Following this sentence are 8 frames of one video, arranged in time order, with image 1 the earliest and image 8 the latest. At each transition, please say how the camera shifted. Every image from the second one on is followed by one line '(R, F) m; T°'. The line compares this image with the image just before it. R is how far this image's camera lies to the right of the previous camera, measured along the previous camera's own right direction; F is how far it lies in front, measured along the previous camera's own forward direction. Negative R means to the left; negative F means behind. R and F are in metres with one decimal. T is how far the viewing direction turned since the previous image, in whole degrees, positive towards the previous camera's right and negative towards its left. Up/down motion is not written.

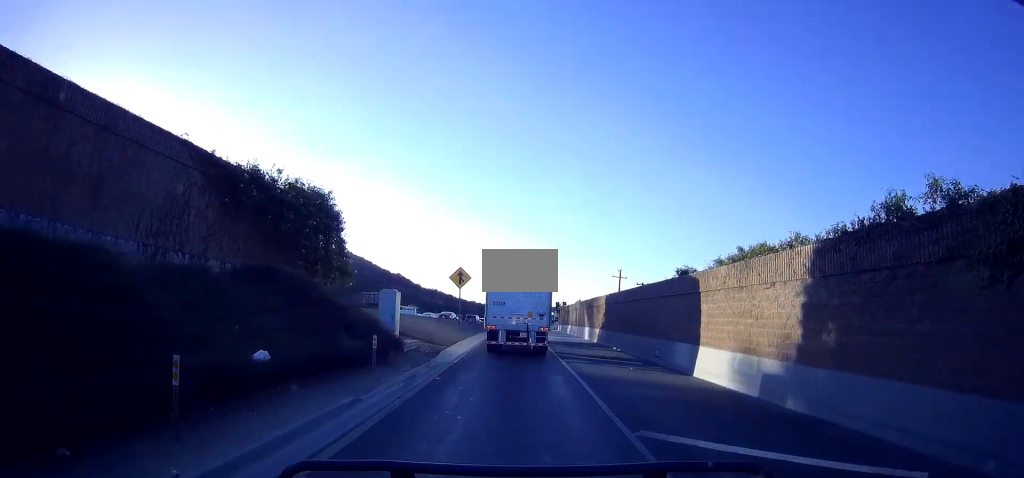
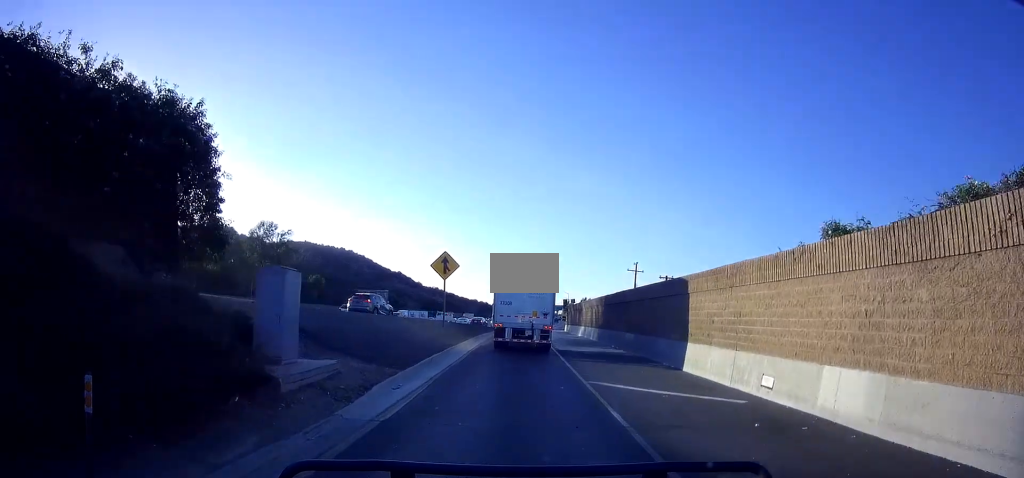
(+0.2, +9.3) m; +2°
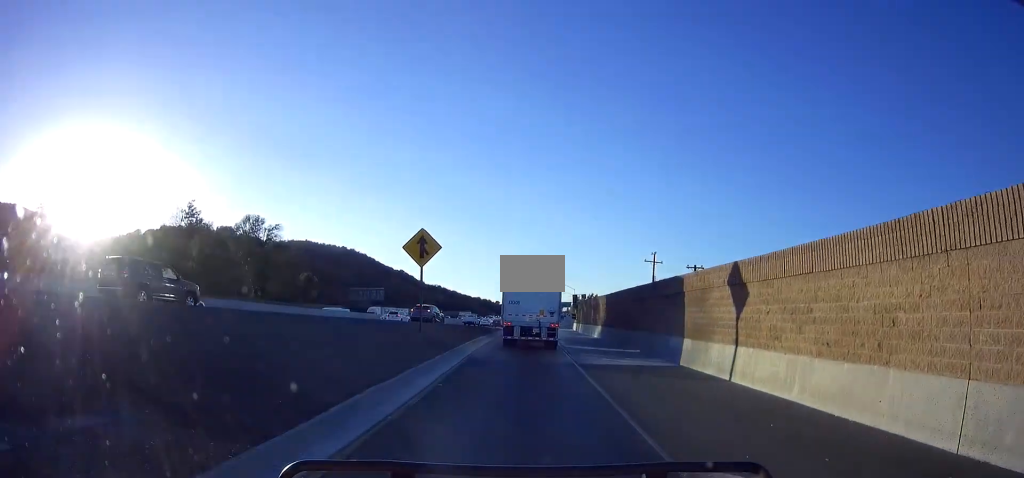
(+0.1, +7.9) m; +1°
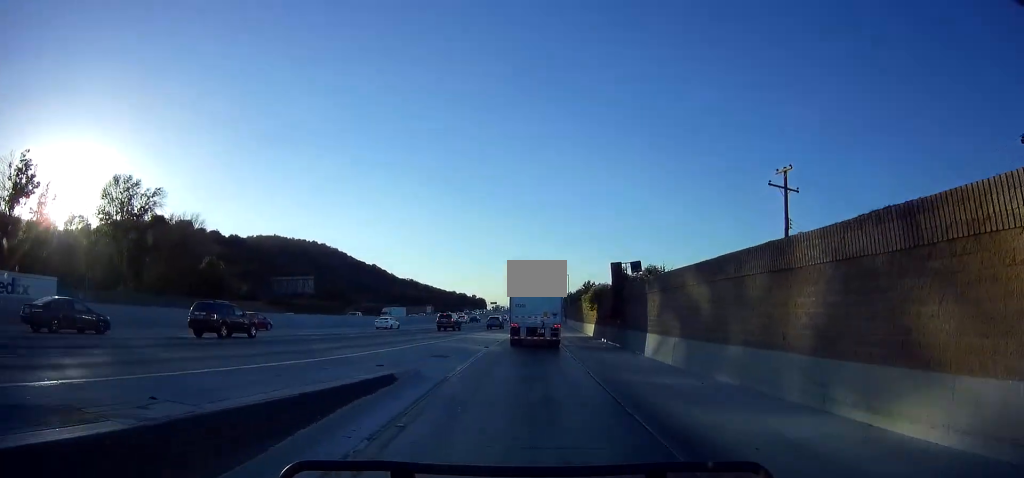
(+0.1, +35.7) m; -1°
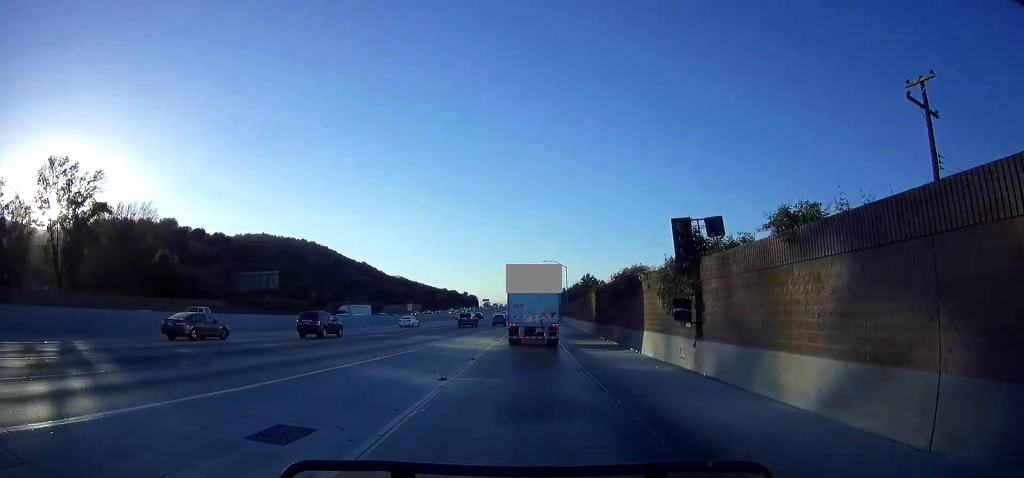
(-0.5, +12.4) m; +1°
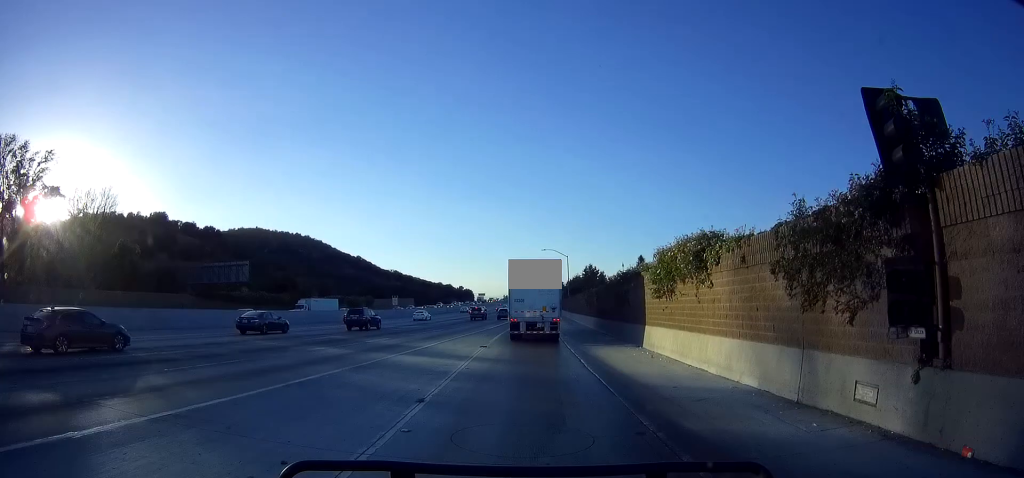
(+0.5, +9.5) m; +1°
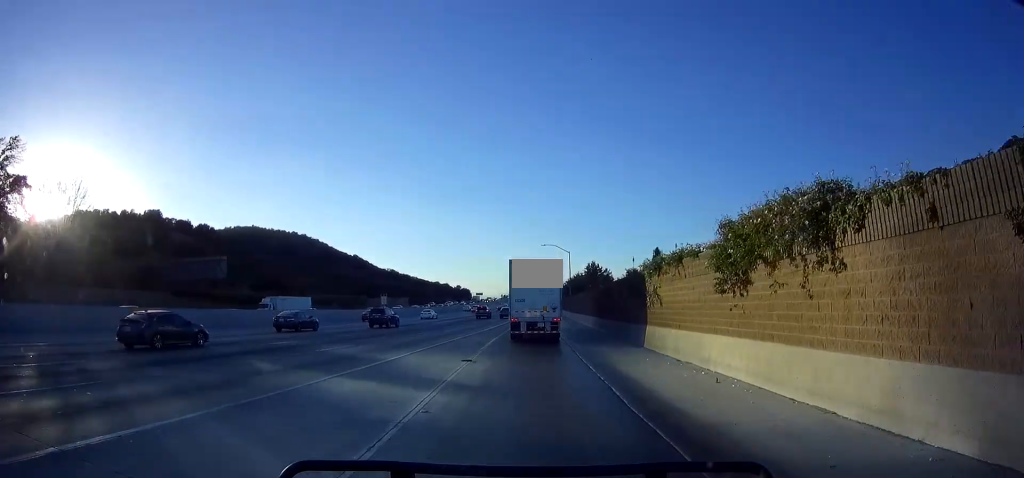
(+0.2, +6.3) m; 0°
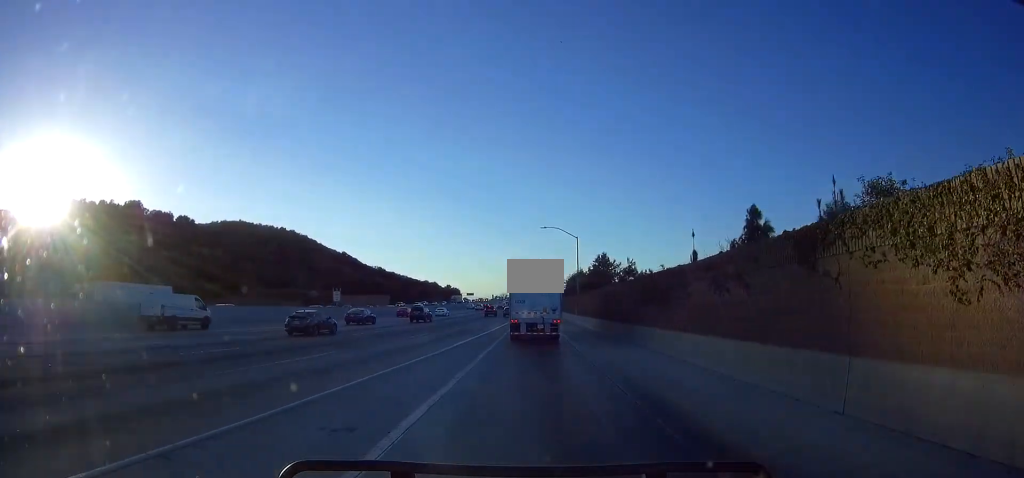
(0.0, +19.5) m; +2°
